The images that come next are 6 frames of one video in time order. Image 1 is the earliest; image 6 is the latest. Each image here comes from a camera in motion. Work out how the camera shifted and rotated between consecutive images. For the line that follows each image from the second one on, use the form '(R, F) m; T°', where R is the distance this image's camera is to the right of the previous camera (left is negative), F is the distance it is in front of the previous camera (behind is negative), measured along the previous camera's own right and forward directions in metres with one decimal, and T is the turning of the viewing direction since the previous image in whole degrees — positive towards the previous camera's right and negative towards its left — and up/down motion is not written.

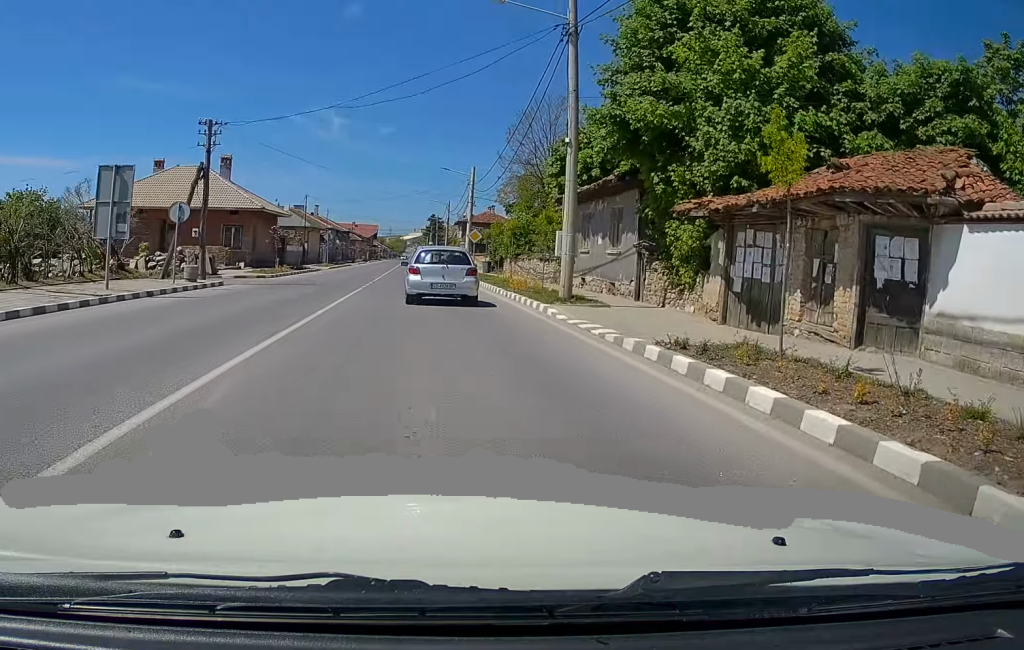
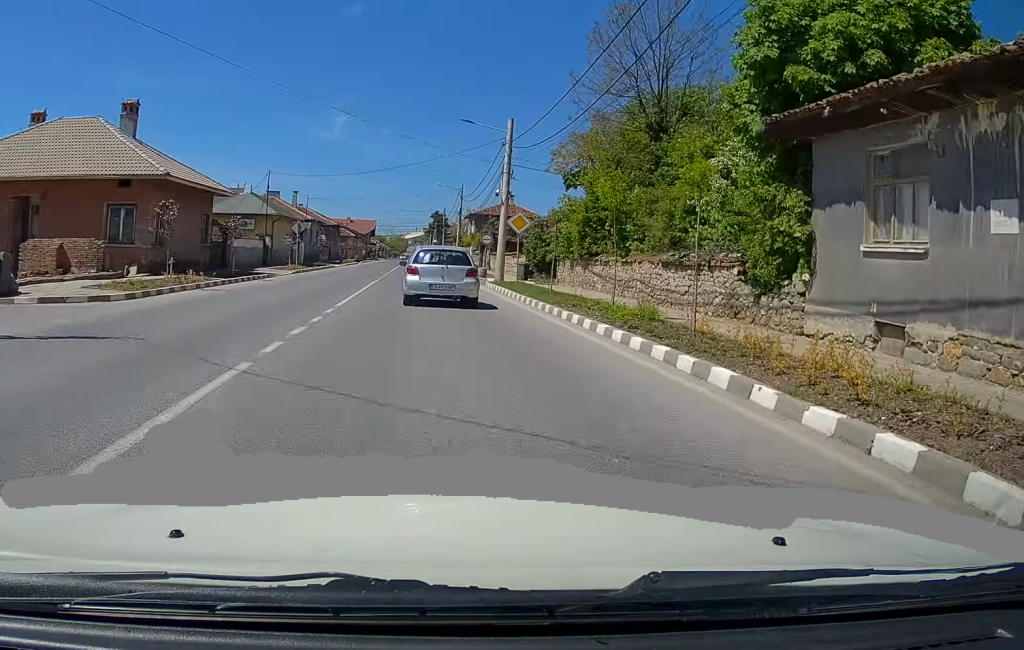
(-0.1, +18.9) m; +1°
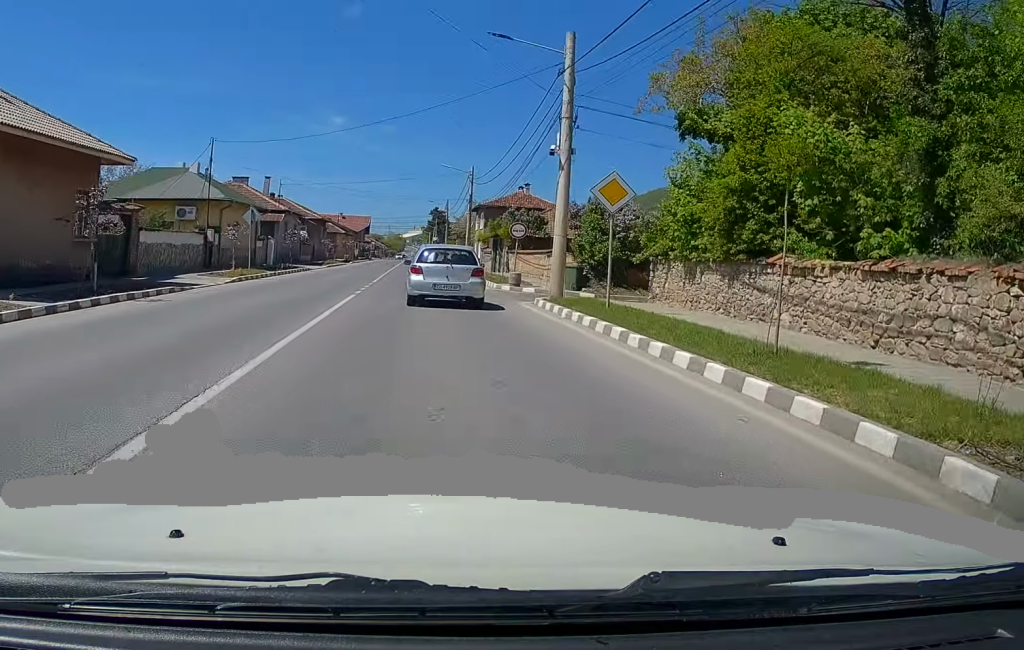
(+0.3, +13.7) m; +1°
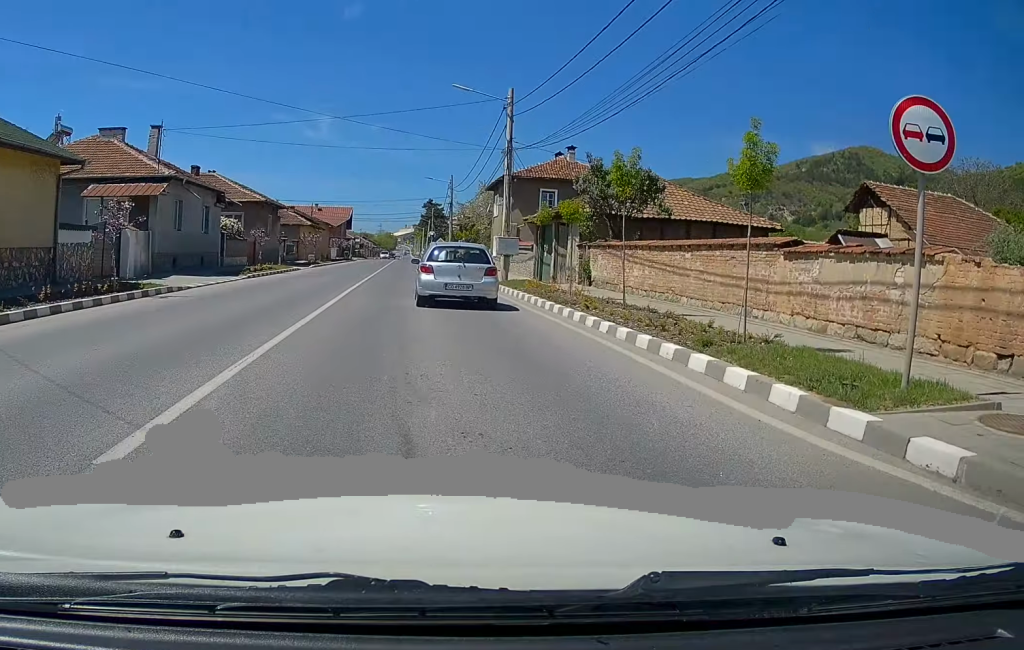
(-0.5, +26.0) m; -1°
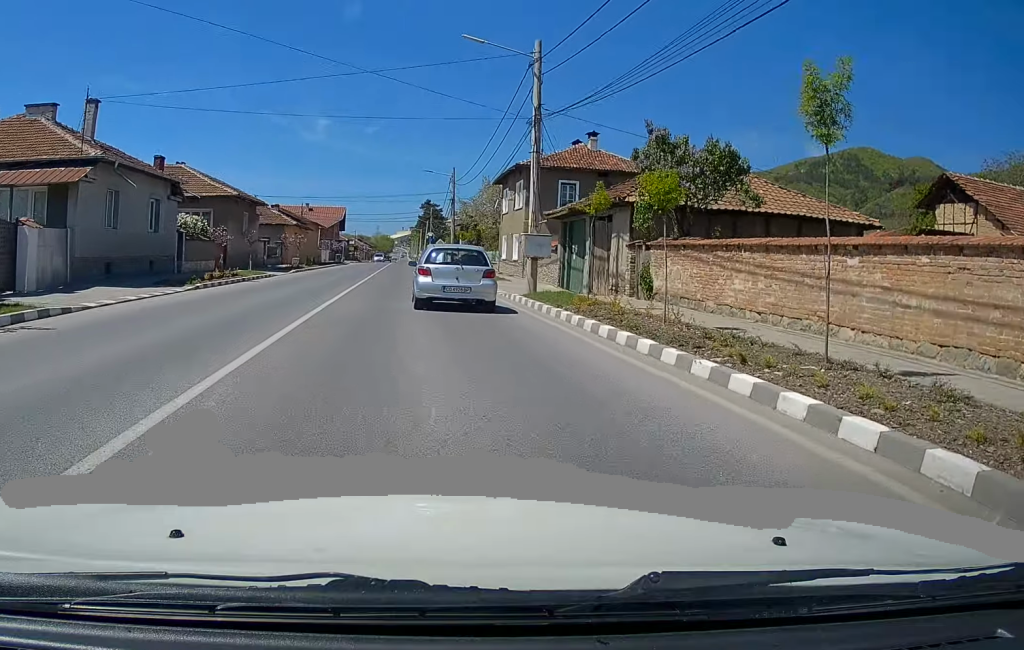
(+0.2, +7.4) m; +1°
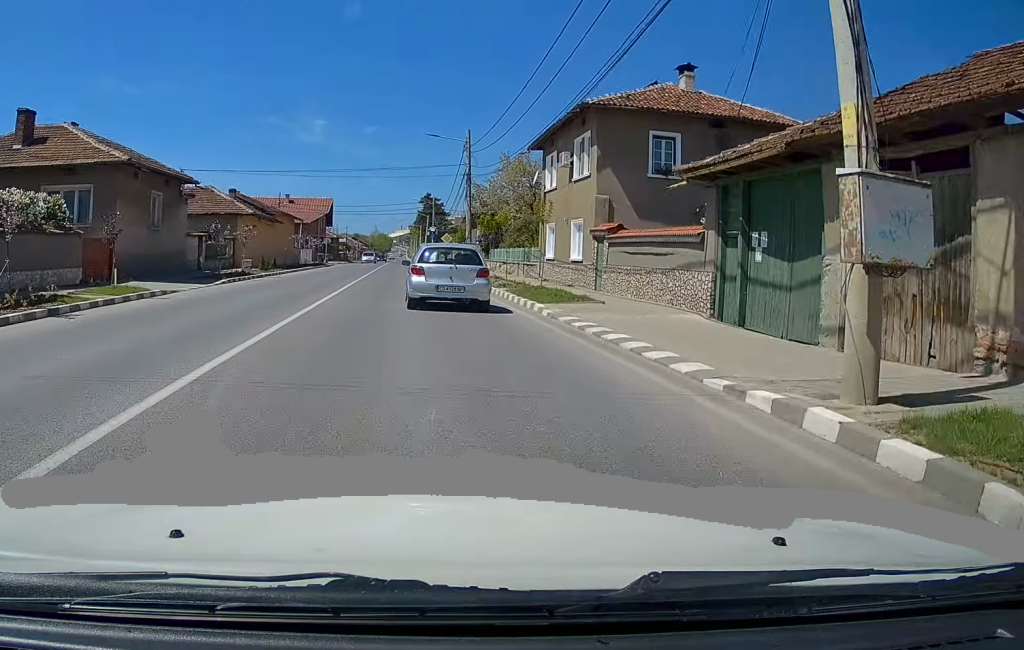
(+0.1, +17.0) m; 0°
